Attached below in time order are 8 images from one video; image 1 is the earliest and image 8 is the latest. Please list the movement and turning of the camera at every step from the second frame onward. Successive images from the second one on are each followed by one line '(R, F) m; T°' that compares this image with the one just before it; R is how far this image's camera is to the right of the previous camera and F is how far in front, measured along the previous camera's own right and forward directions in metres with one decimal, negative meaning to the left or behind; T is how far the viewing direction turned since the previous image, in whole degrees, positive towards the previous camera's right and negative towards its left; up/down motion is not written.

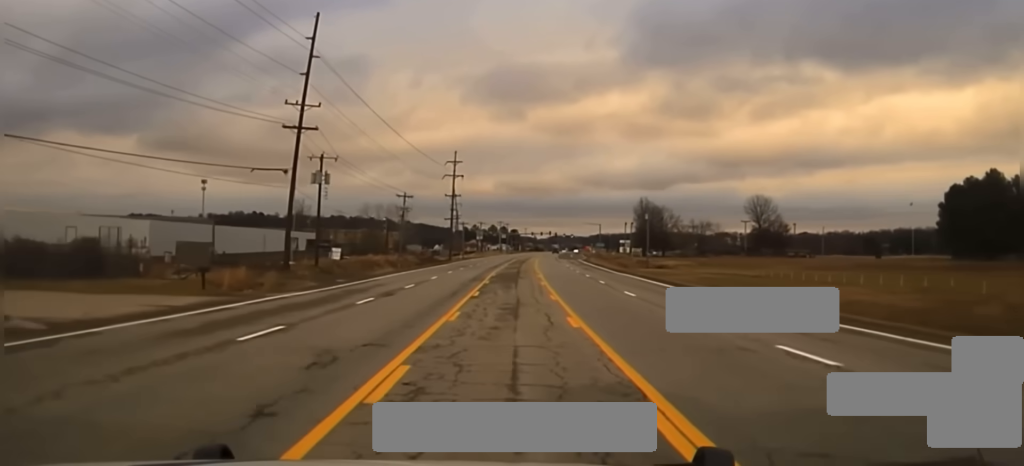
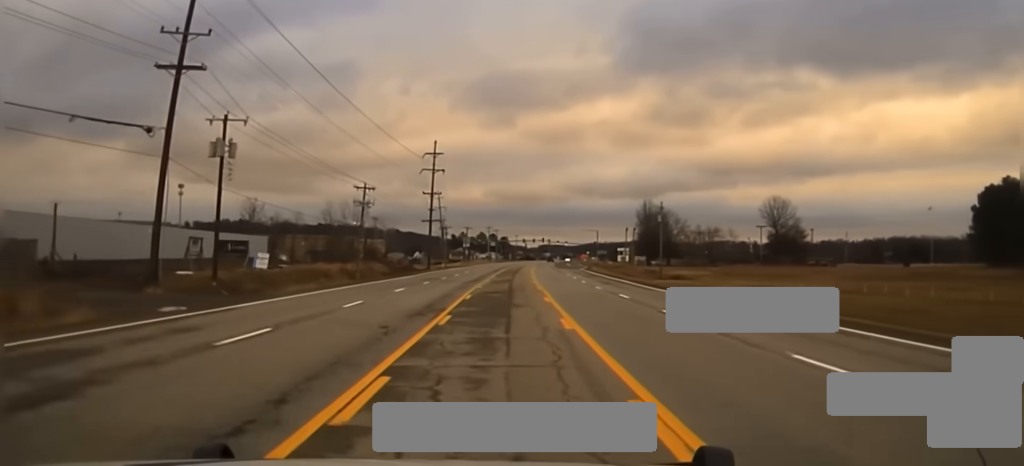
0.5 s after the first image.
(+0.1, +24.7) m; 0°
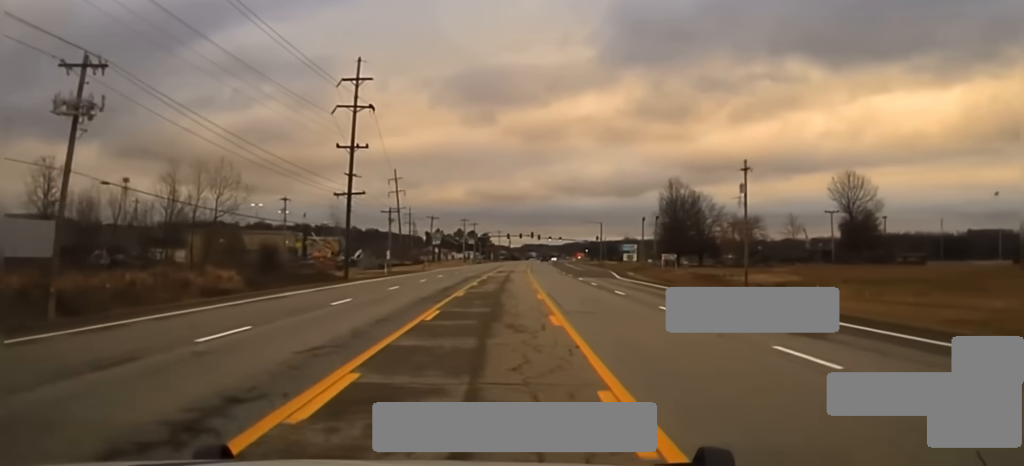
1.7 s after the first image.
(+0.3, +65.9) m; +1°
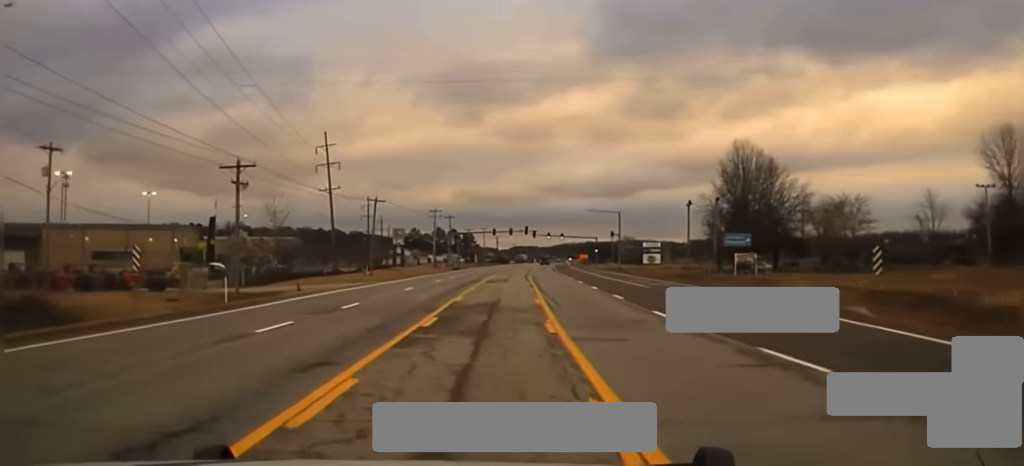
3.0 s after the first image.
(+0.5, +72.1) m; +1°
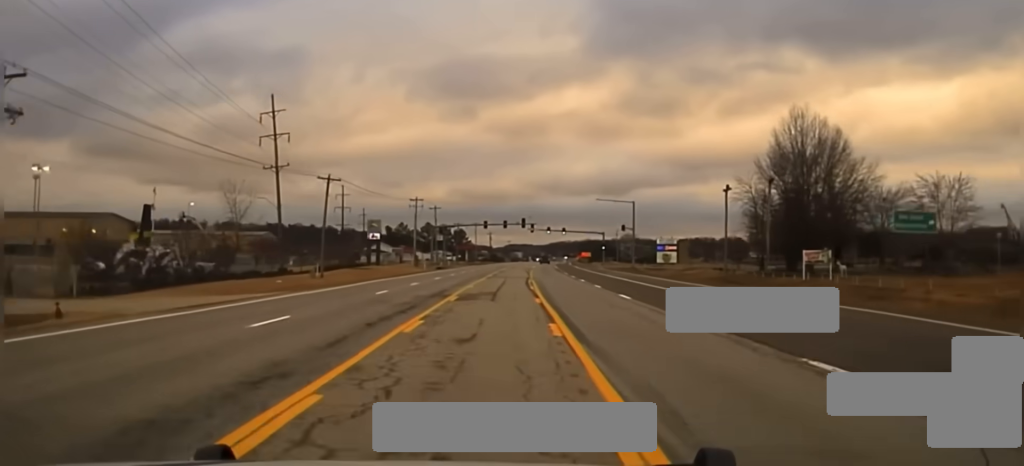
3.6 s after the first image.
(+0.1, +30.2) m; +1°
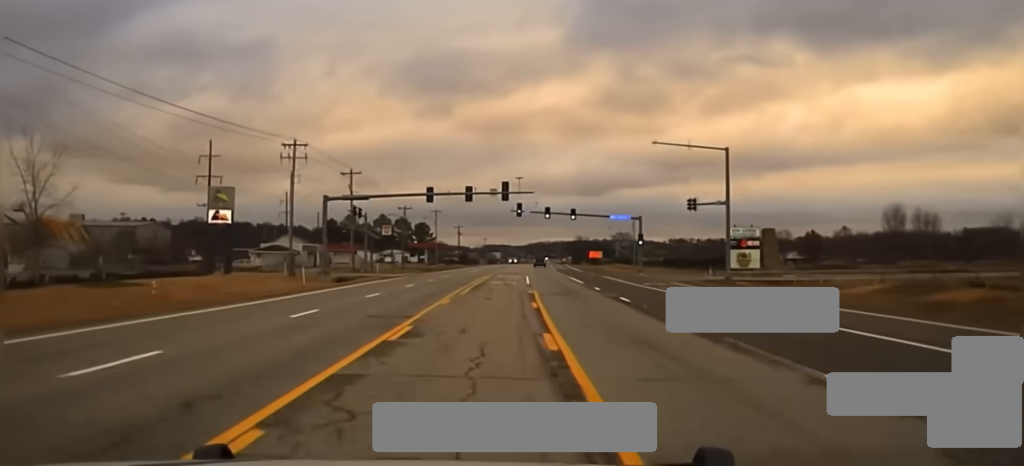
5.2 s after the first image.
(+0.9, +70.2) m; +1°
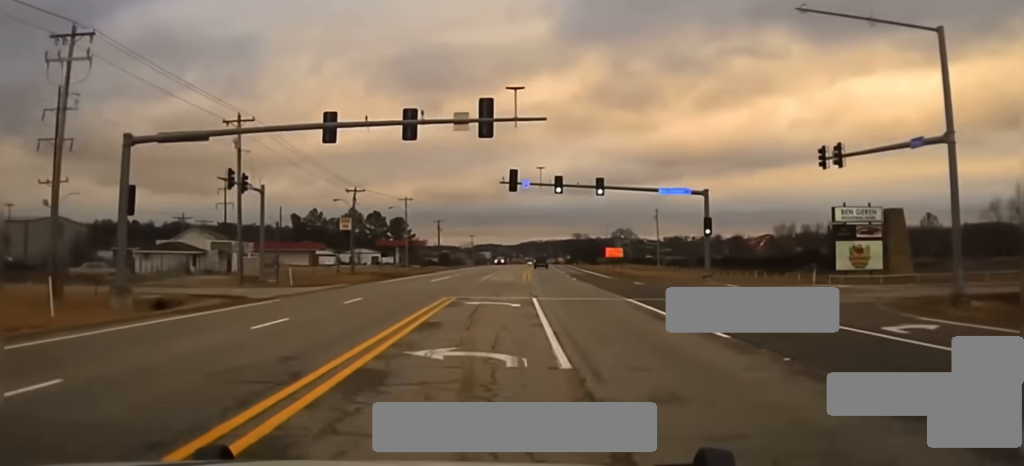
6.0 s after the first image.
(+0.1, +34.8) m; 0°
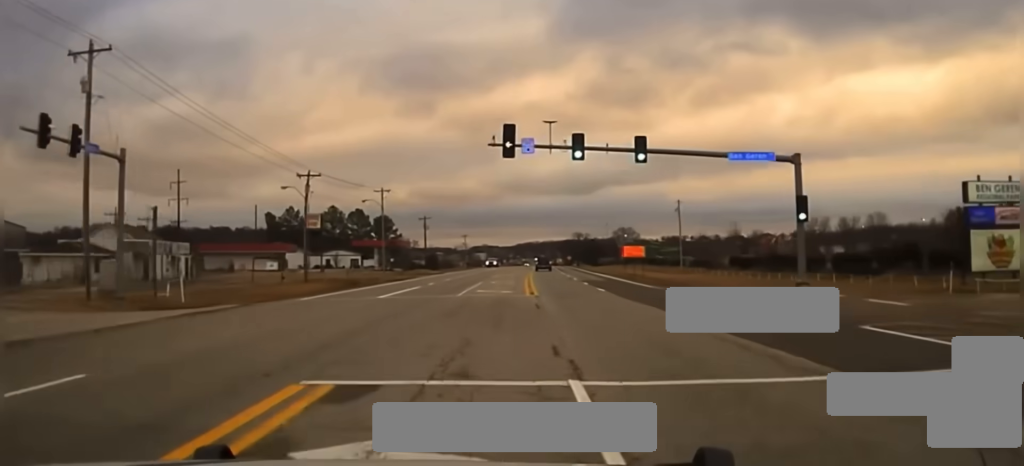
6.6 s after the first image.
(0.0, +21.0) m; 0°
